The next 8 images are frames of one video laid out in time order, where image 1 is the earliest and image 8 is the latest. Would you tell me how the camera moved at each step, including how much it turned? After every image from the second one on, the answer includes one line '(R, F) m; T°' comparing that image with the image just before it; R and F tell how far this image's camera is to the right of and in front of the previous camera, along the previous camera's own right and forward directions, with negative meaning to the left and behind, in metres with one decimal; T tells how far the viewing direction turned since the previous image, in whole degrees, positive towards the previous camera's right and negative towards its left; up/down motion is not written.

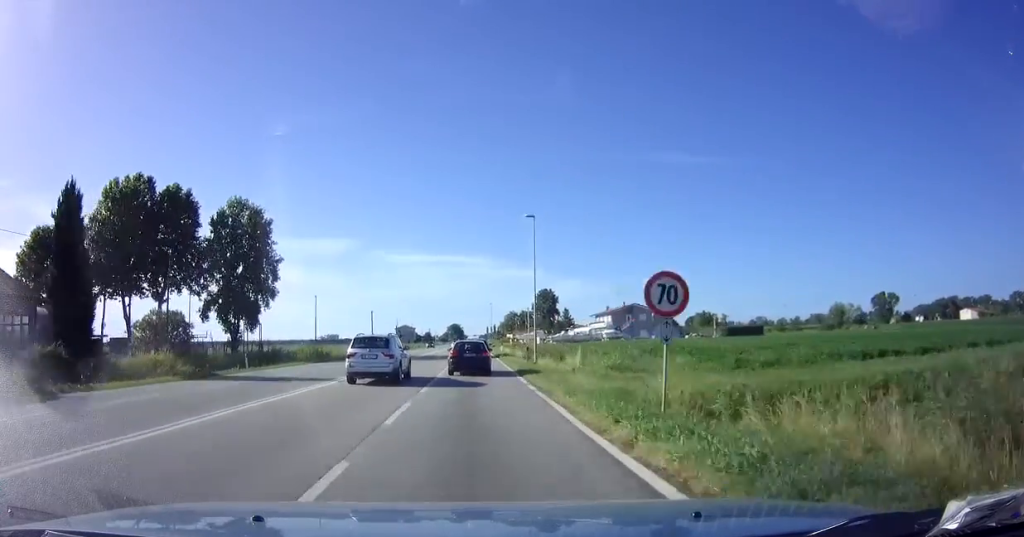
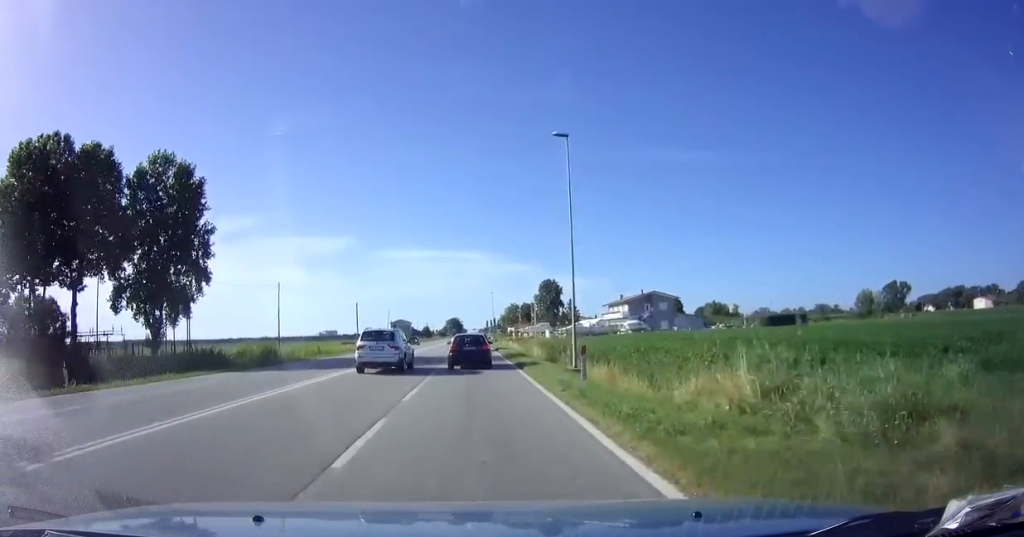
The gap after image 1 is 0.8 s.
(-0.1, +14.8) m; 0°
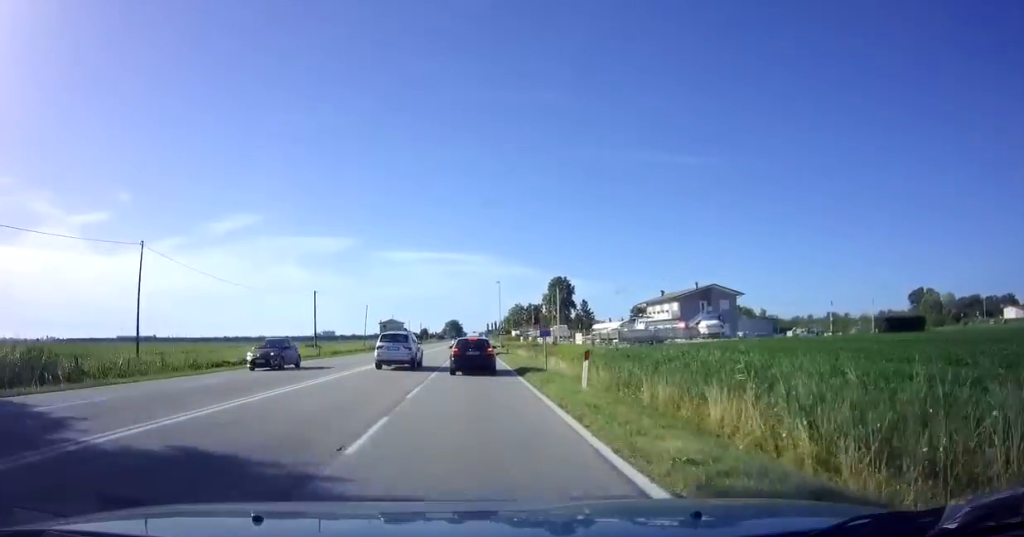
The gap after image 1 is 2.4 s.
(+0.1, +28.8) m; 0°
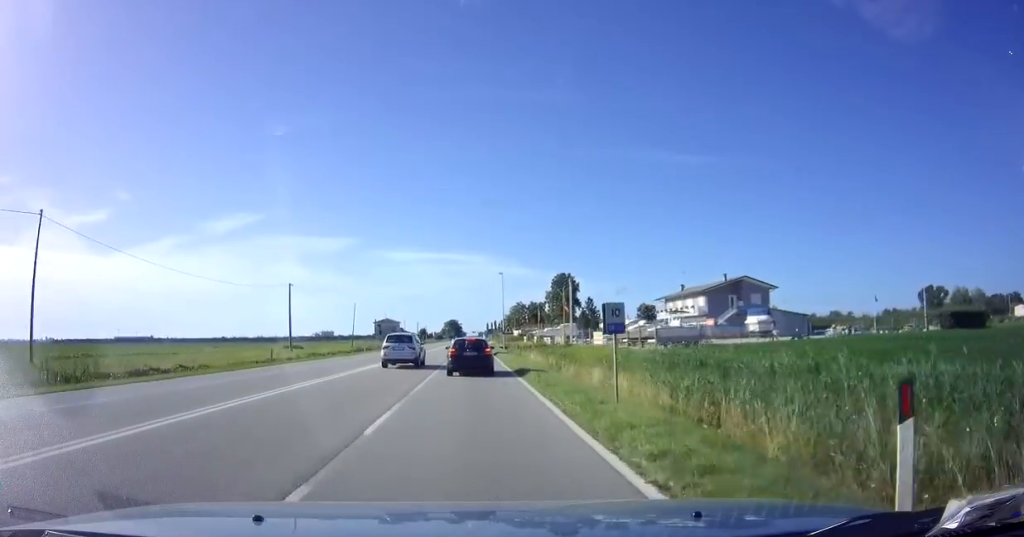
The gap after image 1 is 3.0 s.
(0.0, +11.4) m; 0°
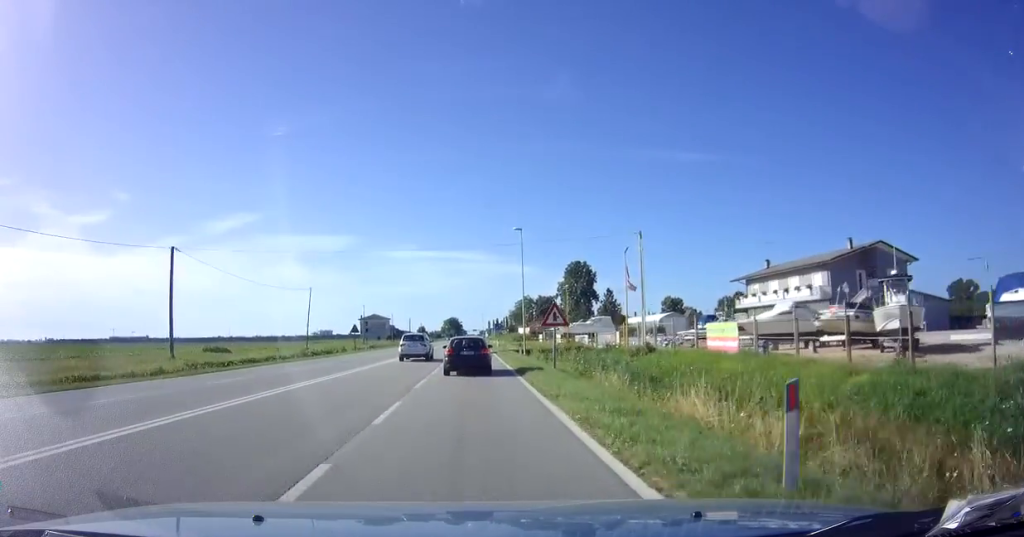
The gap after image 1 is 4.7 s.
(+0.1, +28.8) m; 0°
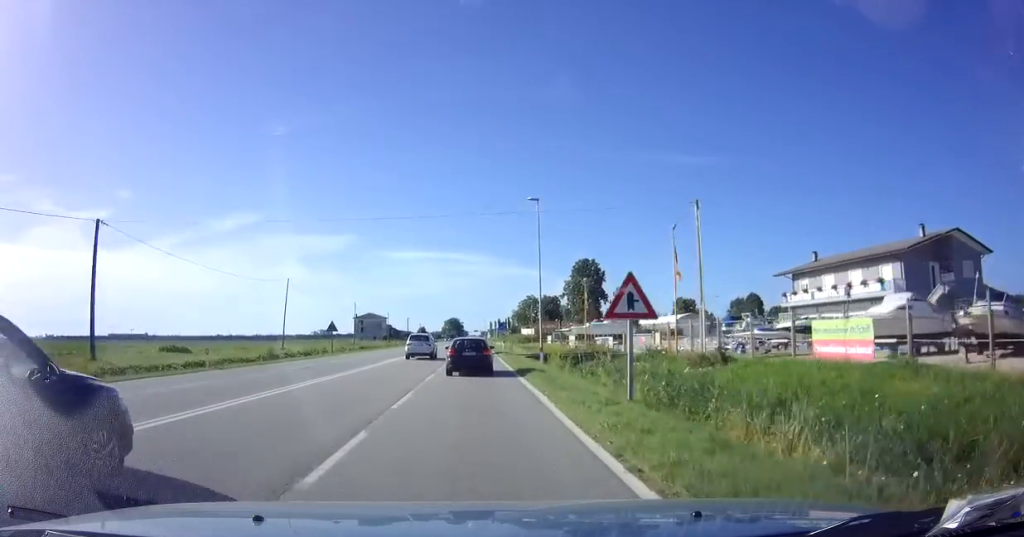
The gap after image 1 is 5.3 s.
(0.0, +10.1) m; 0°
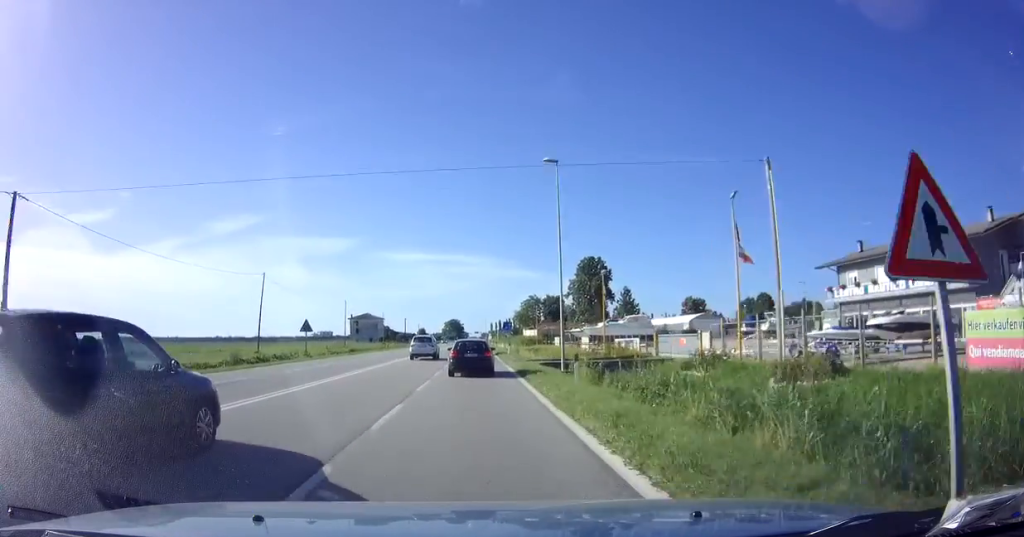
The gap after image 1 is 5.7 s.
(0.0, +7.9) m; 0°
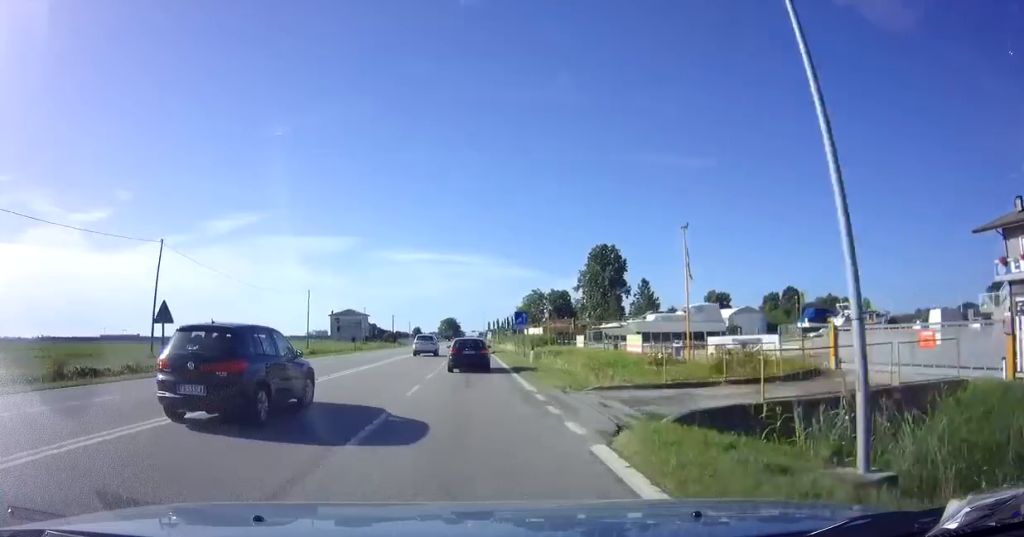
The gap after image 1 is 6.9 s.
(-0.1, +20.4) m; 0°
